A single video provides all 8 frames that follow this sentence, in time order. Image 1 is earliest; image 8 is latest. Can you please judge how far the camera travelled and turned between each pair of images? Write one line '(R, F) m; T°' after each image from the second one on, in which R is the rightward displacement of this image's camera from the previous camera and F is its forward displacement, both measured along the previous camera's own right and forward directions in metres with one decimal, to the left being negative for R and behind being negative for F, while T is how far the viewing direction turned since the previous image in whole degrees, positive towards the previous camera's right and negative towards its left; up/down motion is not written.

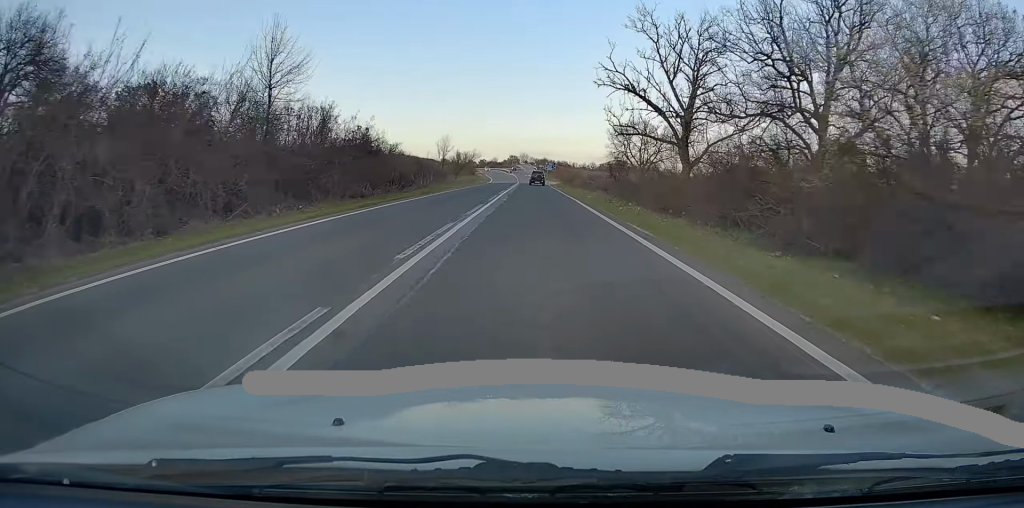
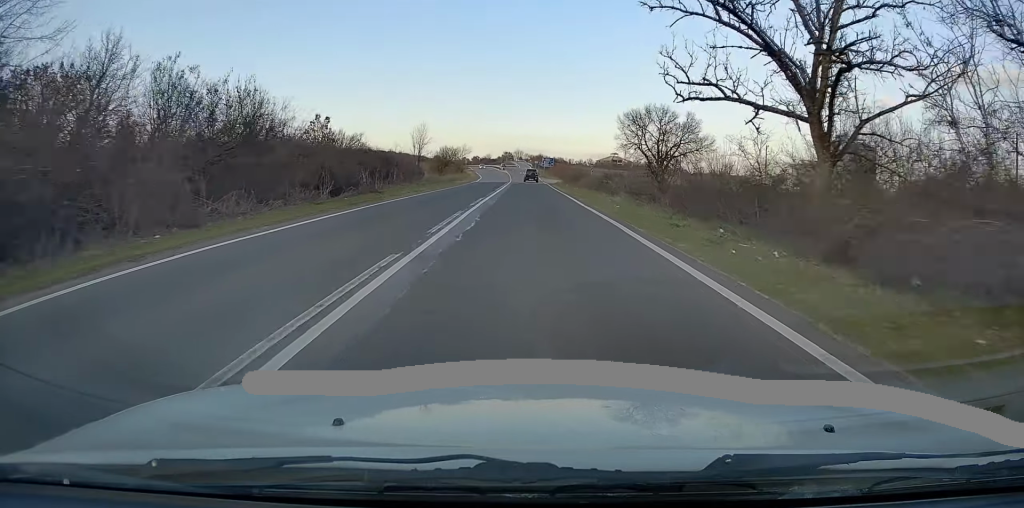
(0.0, +14.7) m; 0°
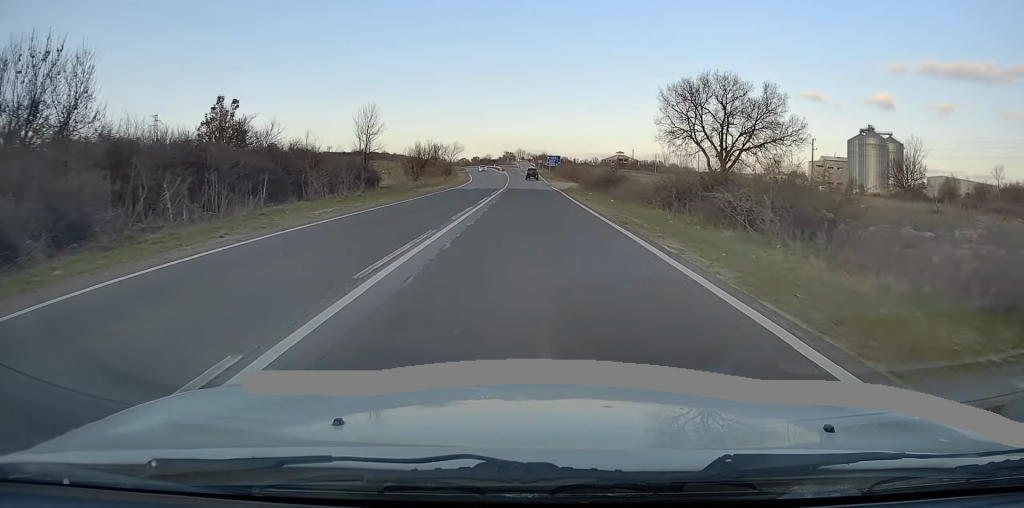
(+0.2, +22.9) m; +1°
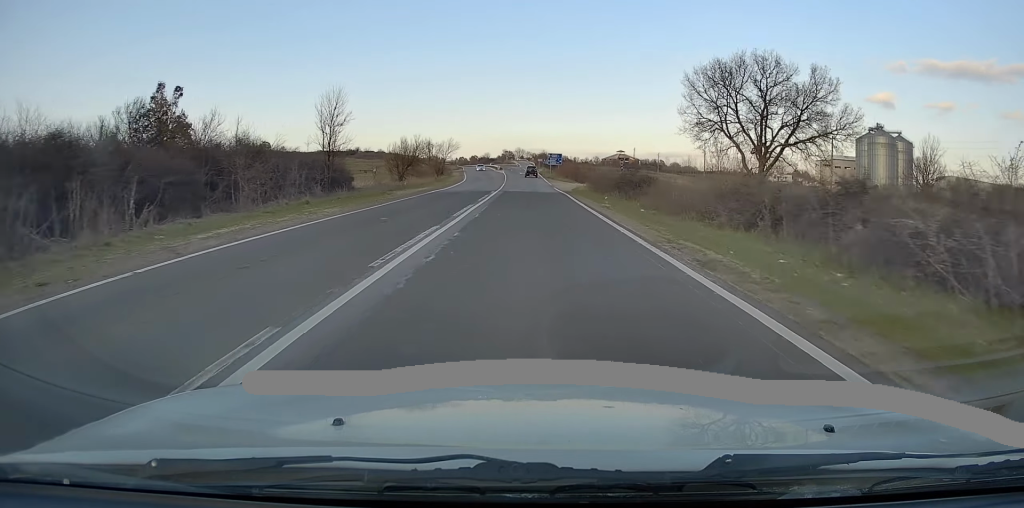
(0.0, +8.3) m; 0°
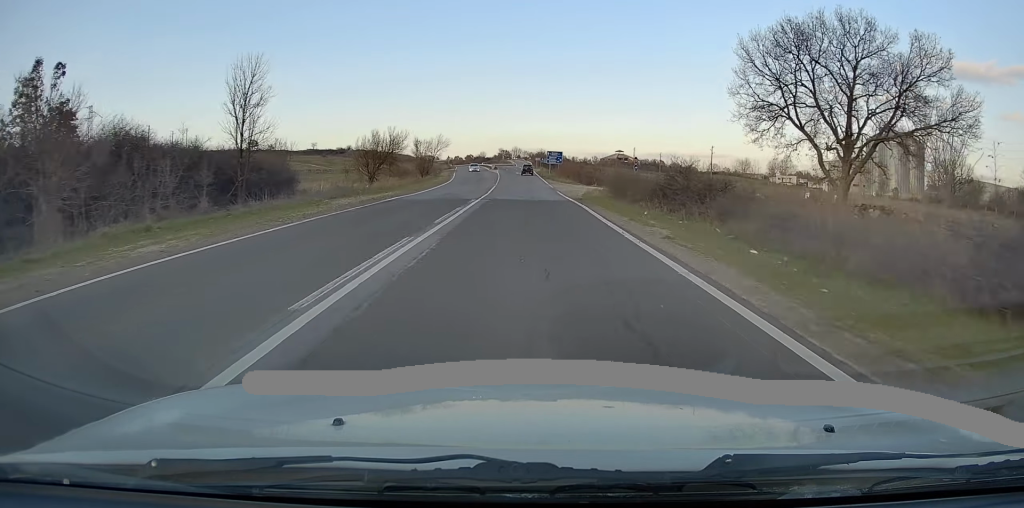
(+0.1, +11.5) m; 0°
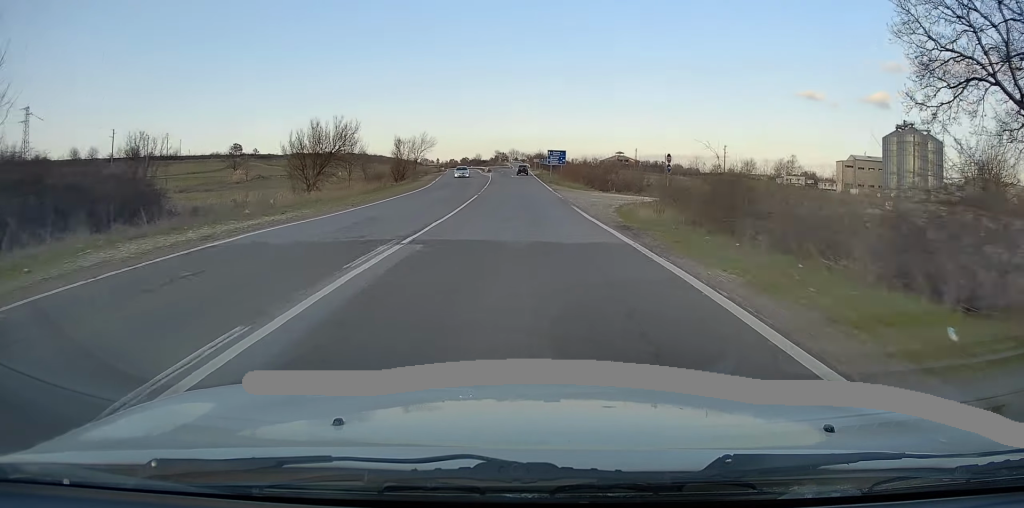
(+0.1, +15.5) m; 0°
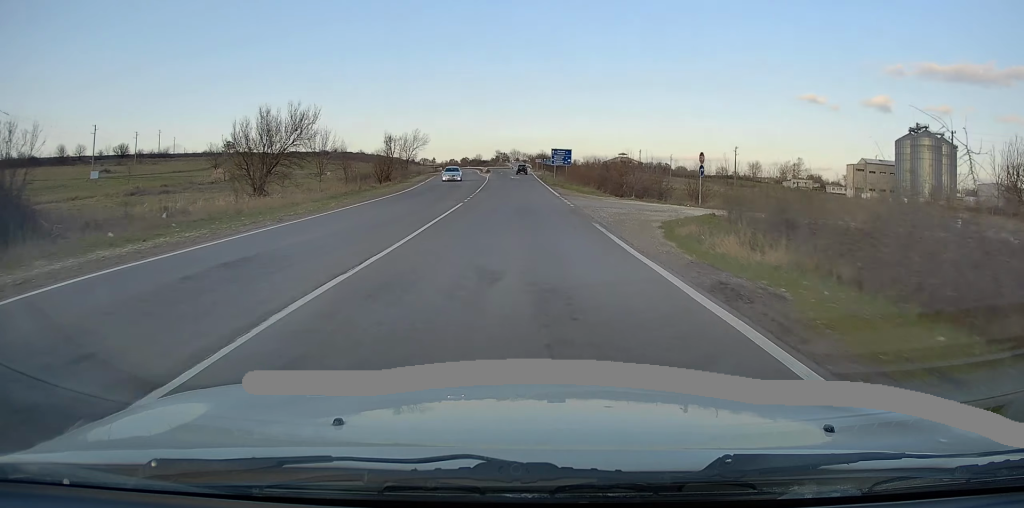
(0.0, +8.5) m; 0°
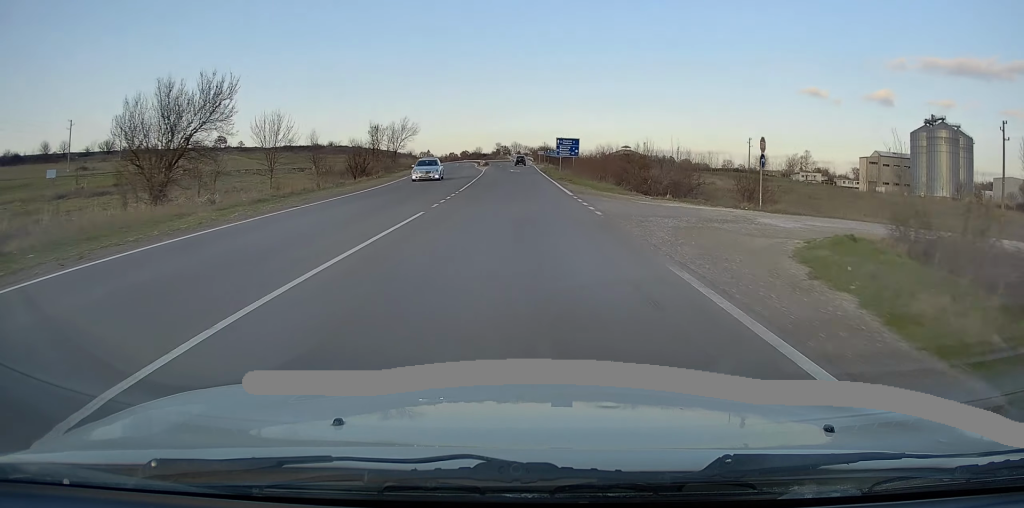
(0.0, +9.8) m; 0°
